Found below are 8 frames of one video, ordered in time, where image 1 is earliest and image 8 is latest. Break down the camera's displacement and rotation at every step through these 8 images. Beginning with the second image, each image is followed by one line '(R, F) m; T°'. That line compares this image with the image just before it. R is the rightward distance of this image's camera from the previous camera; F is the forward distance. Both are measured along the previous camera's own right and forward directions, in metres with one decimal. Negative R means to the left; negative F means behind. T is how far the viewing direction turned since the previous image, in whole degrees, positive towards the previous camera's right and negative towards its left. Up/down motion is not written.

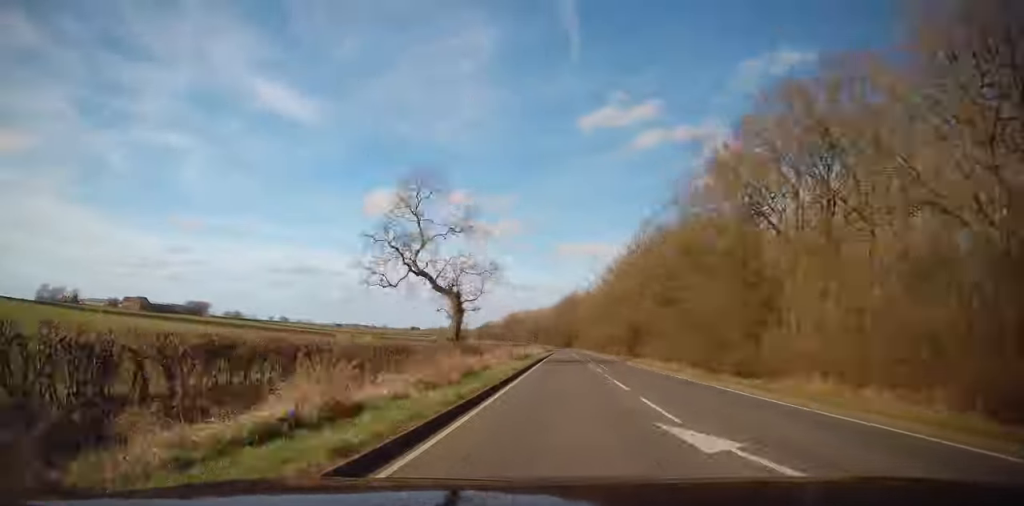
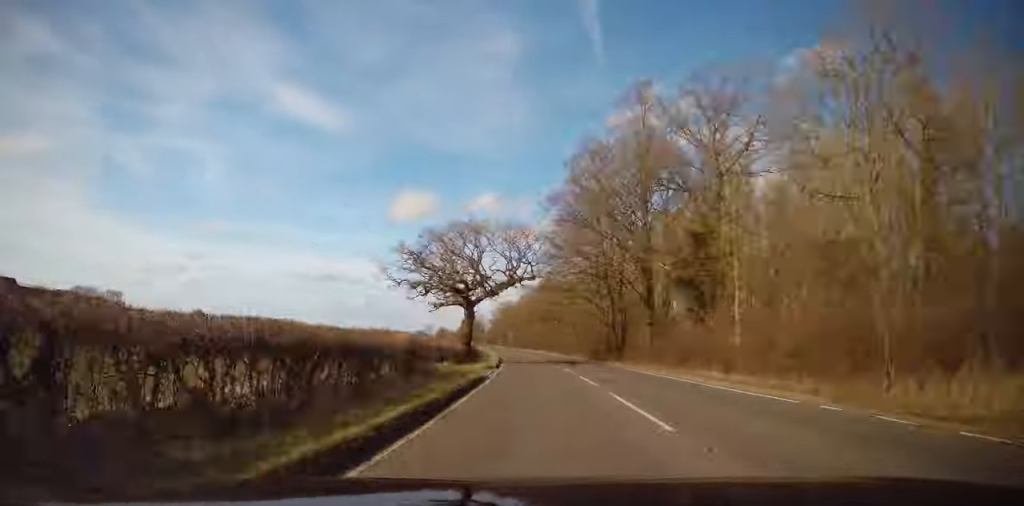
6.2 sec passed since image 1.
(-4.5, +135.1) m; -6°
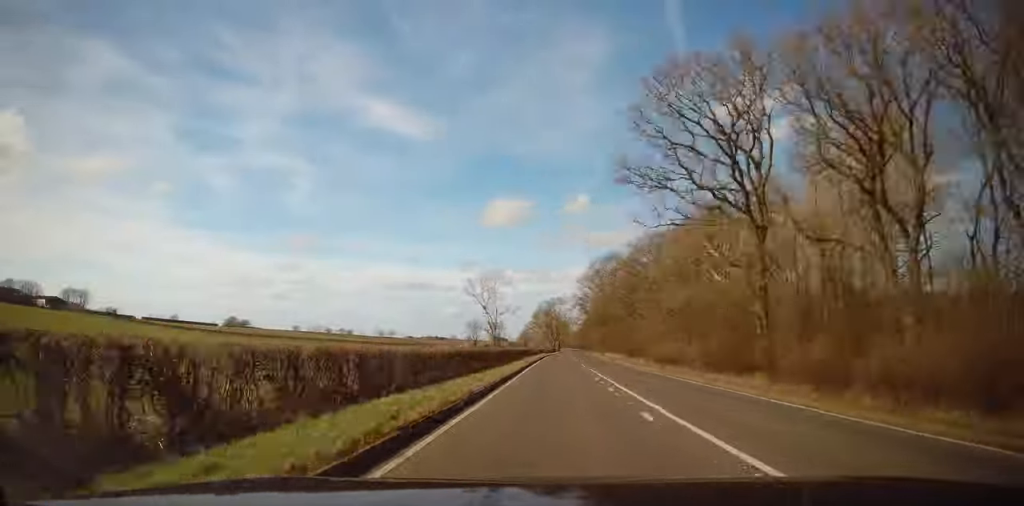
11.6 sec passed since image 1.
(-7.0, +119.3) m; -4°
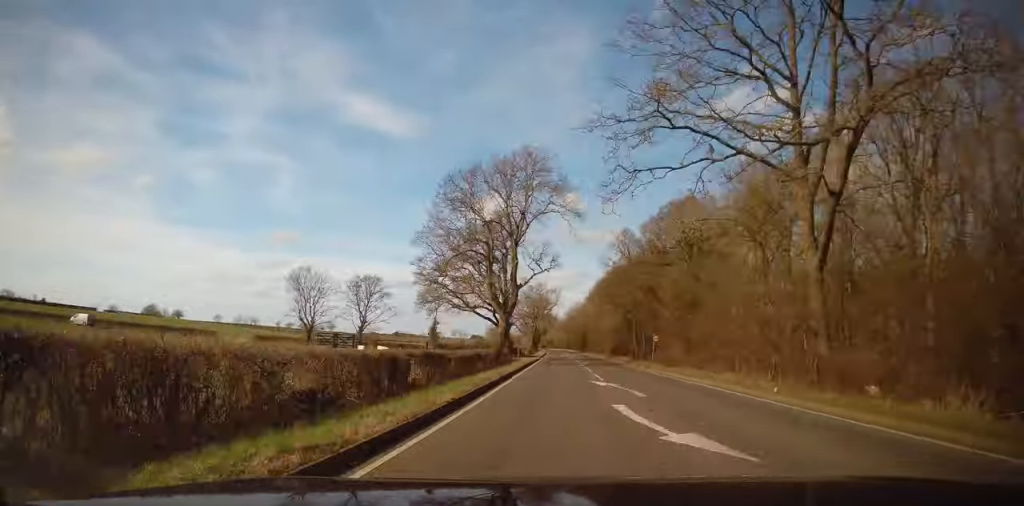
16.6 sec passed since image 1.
(-0.7, +107.7) m; -1°
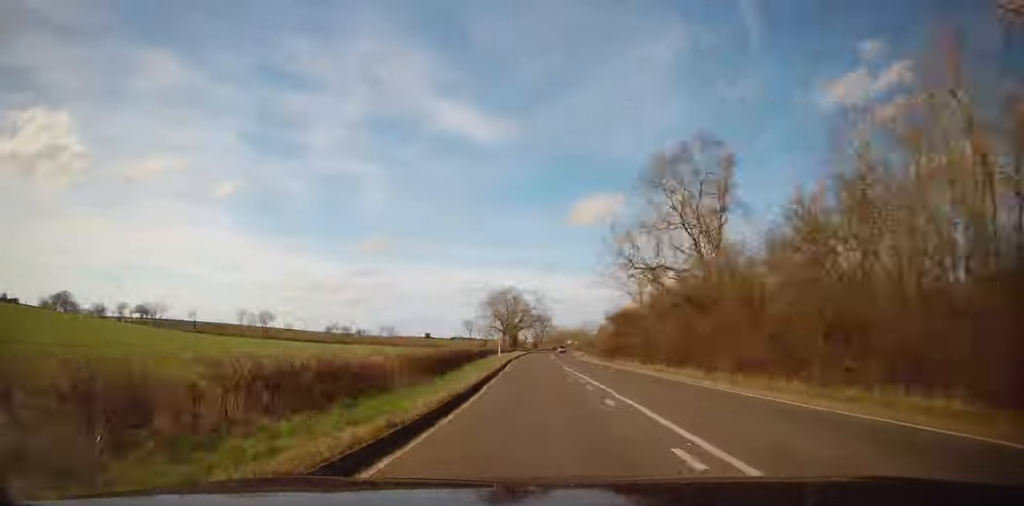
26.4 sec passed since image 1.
(-15.2, +197.9) m; -8°
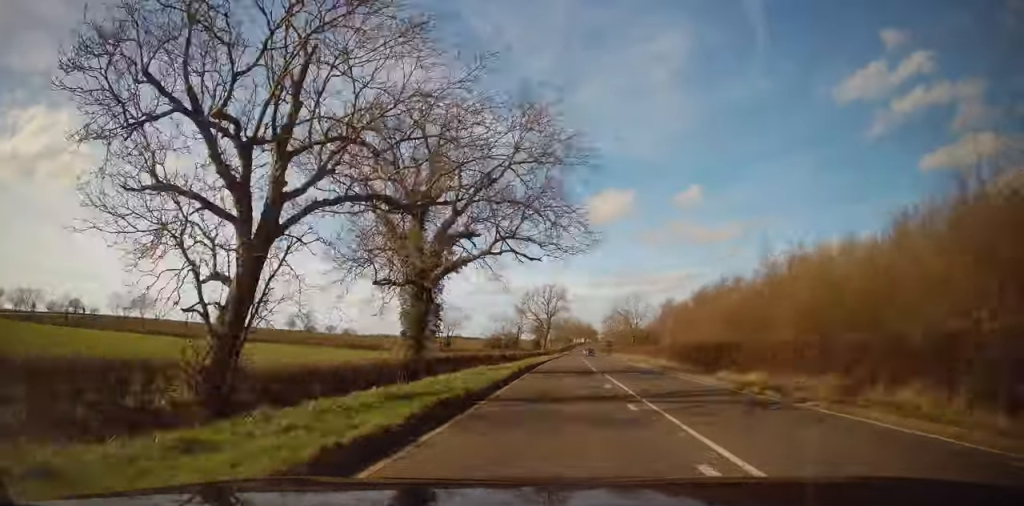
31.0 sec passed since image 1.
(-1.6, +93.6) m; 0°
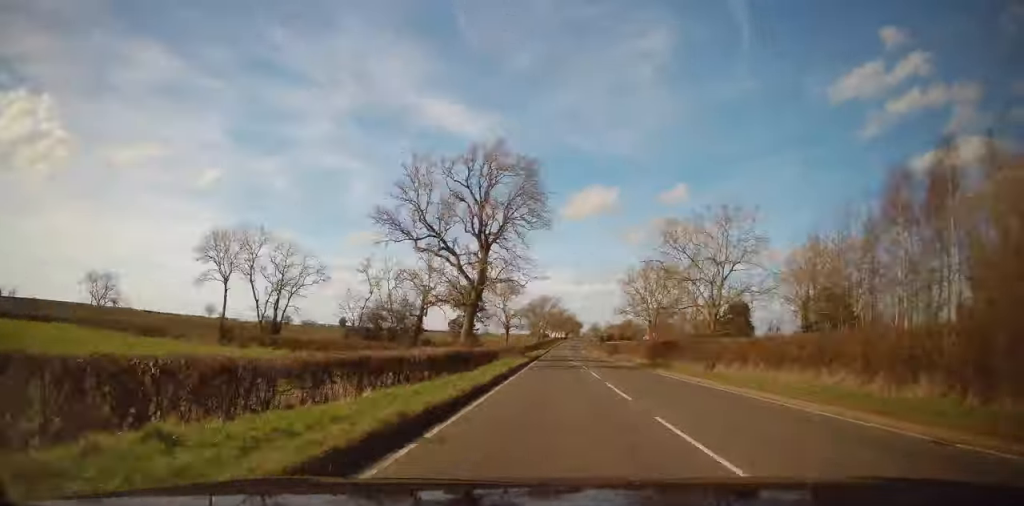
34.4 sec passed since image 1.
(+0.6, +69.8) m; +1°
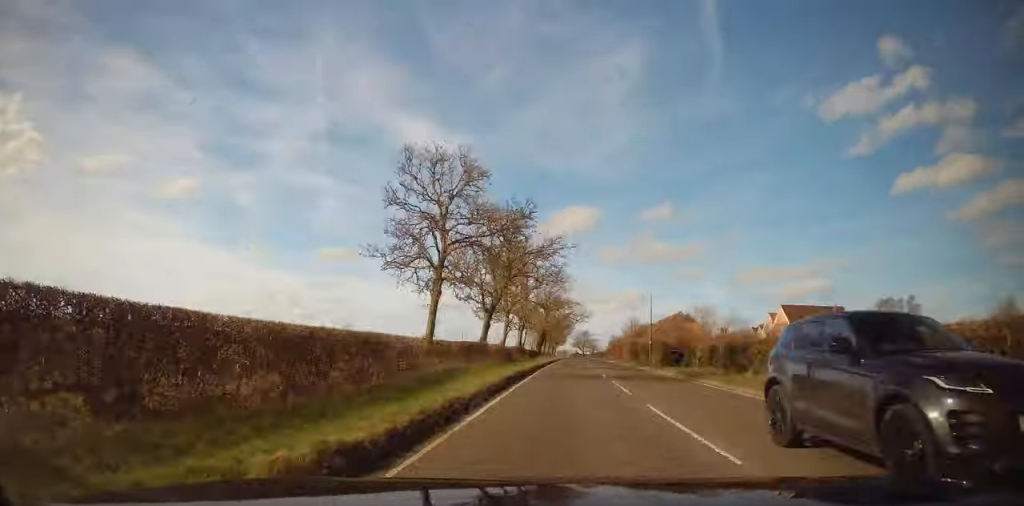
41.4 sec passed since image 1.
(+3.4, +151.3) m; +2°
